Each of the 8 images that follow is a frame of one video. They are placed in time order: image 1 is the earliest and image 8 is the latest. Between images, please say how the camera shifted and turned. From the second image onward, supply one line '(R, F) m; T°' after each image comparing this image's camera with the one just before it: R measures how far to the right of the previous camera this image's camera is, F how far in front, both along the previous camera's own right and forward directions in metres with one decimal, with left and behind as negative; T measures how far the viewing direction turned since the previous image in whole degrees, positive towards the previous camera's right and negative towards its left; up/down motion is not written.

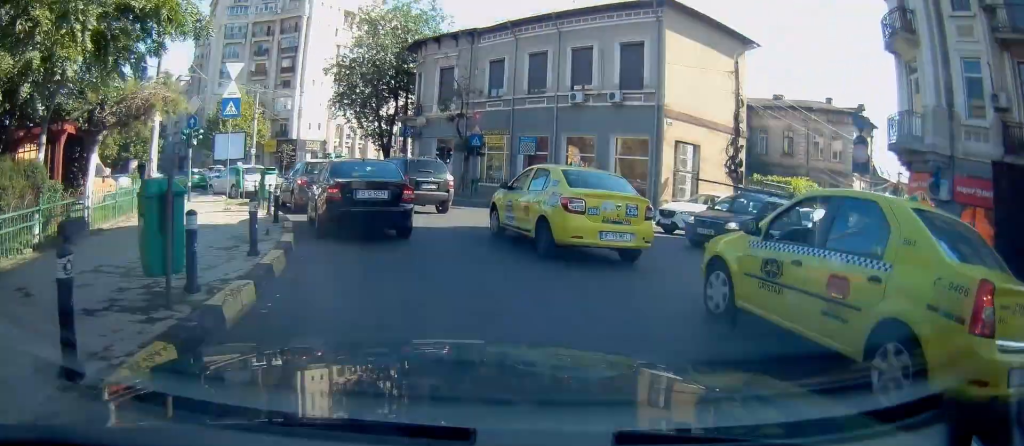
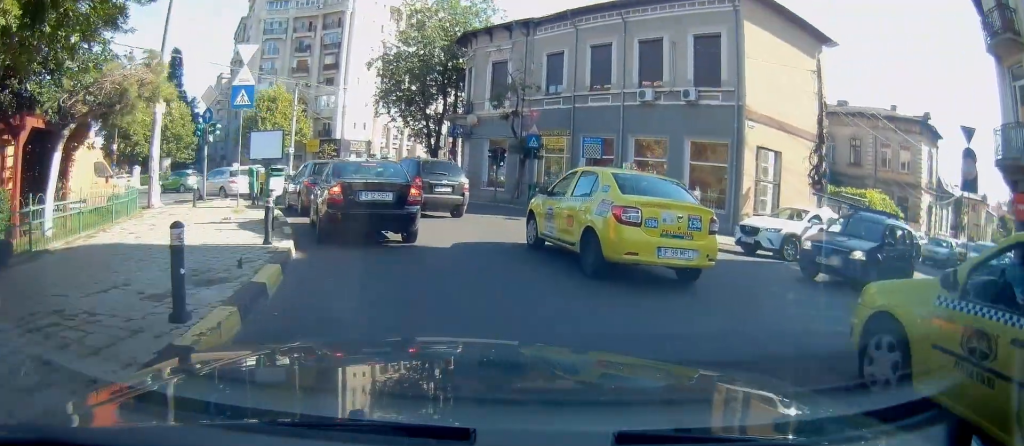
(-0.2, +3.4) m; -3°
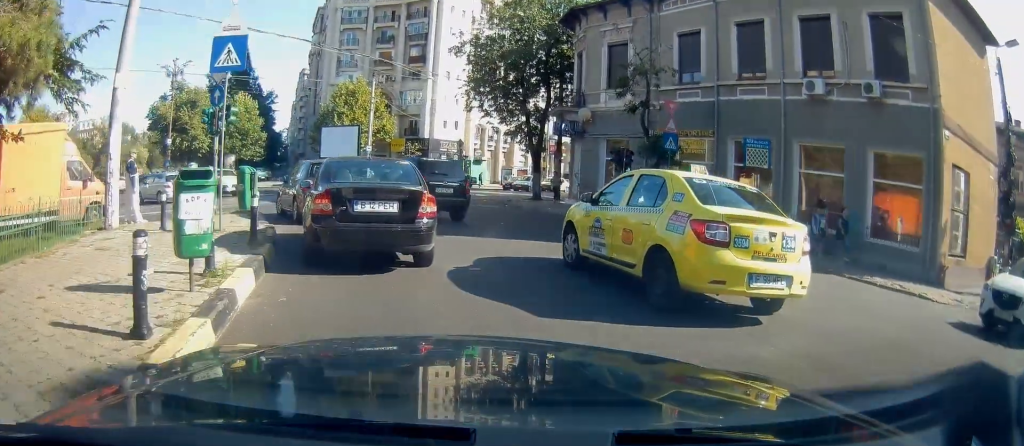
(-0.1, +6.5) m; -7°
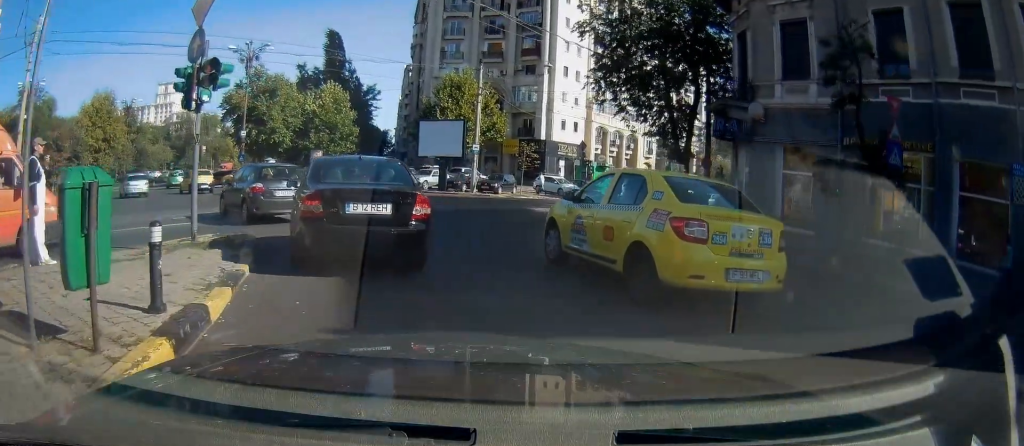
(-1.3, +7.1) m; -14°
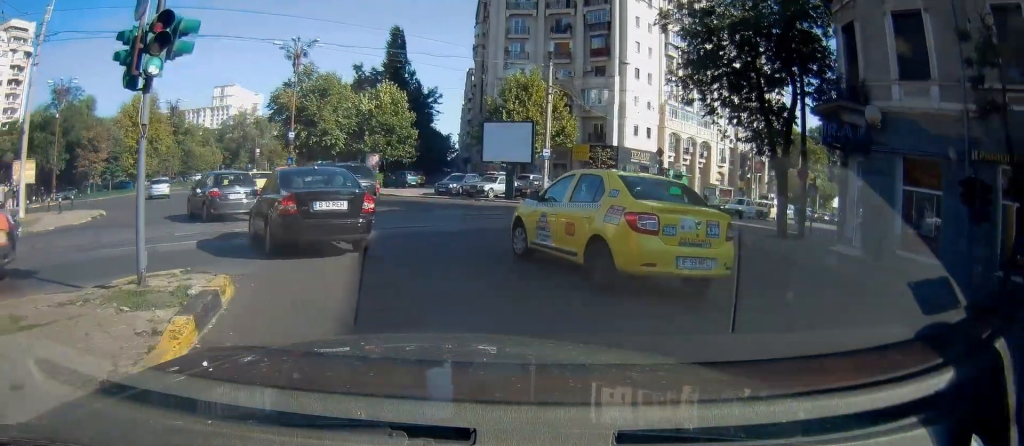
(-0.1, +3.6) m; -11°
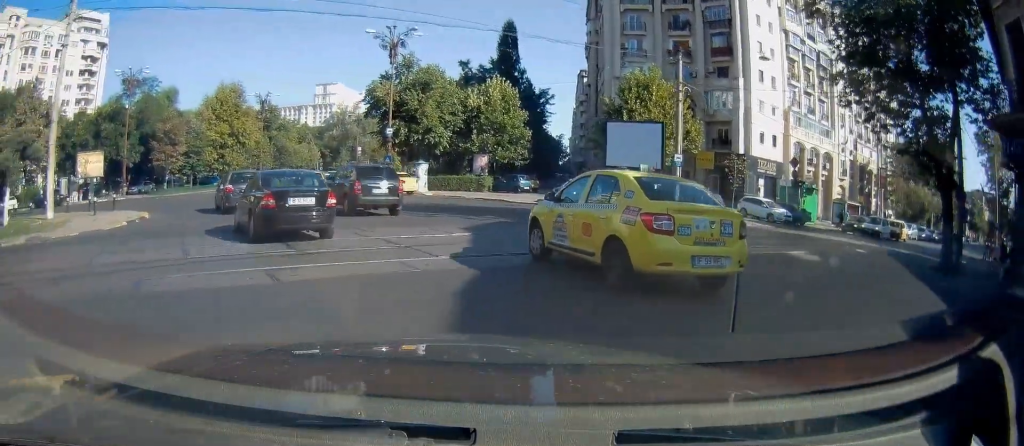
(-0.6, +3.7) m; -11°
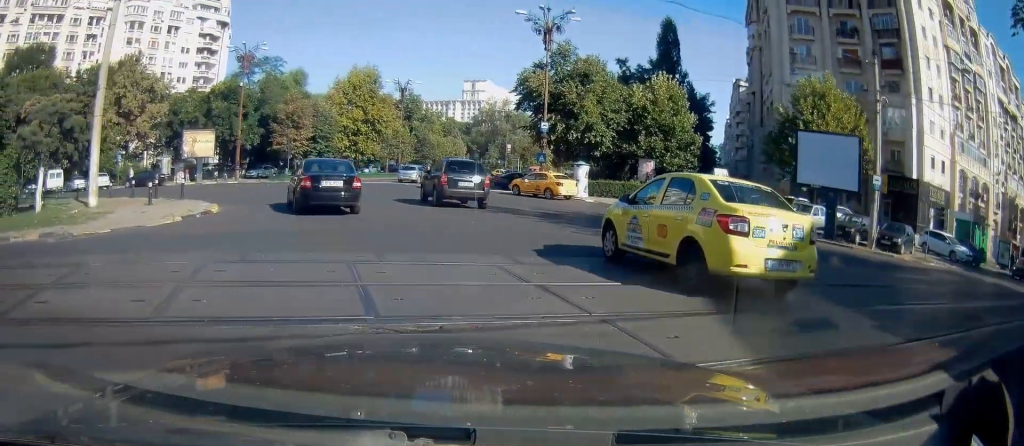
(-0.2, +4.8) m; -12°
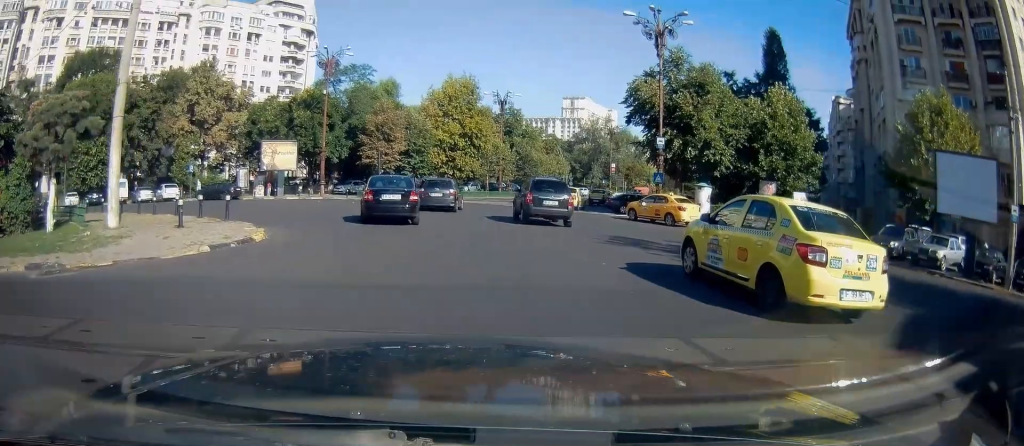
(-0.5, +3.7) m; -10°
